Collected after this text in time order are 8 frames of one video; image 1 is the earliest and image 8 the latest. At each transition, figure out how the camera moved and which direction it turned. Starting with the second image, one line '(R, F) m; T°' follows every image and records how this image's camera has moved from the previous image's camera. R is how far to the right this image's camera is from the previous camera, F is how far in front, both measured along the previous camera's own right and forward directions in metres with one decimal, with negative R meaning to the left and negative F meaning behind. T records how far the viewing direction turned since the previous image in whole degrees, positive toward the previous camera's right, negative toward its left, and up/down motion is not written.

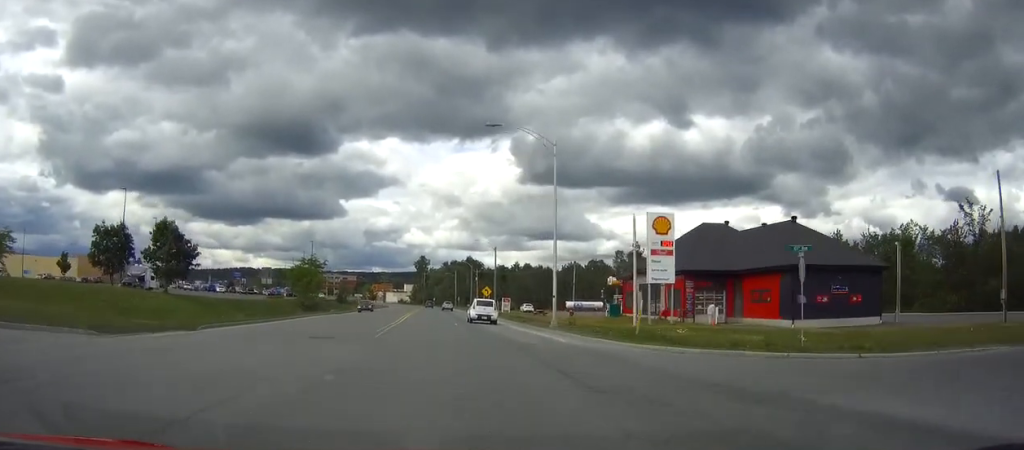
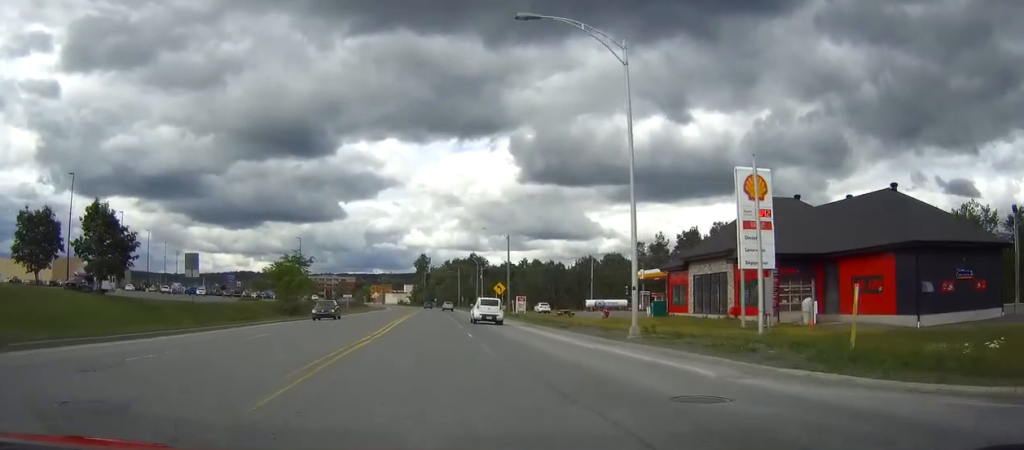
(0.0, +15.4) m; 0°
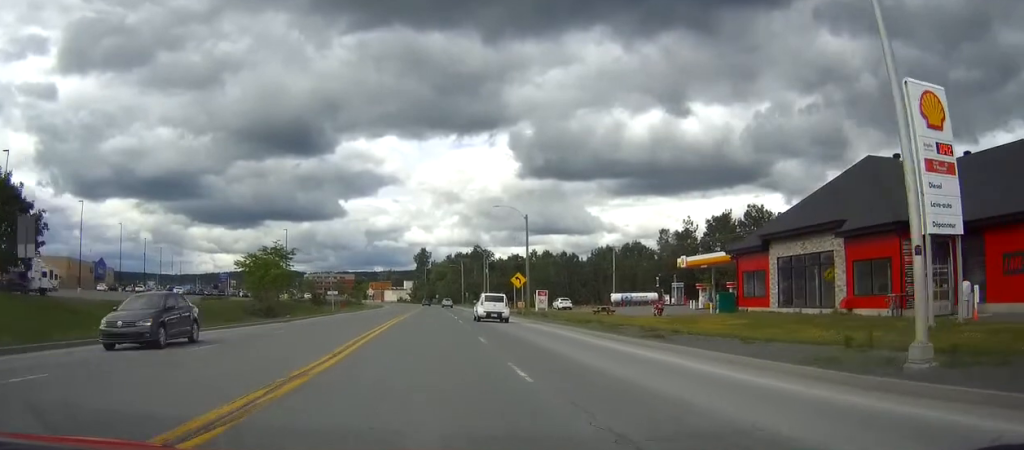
(-0.1, +14.8) m; 0°
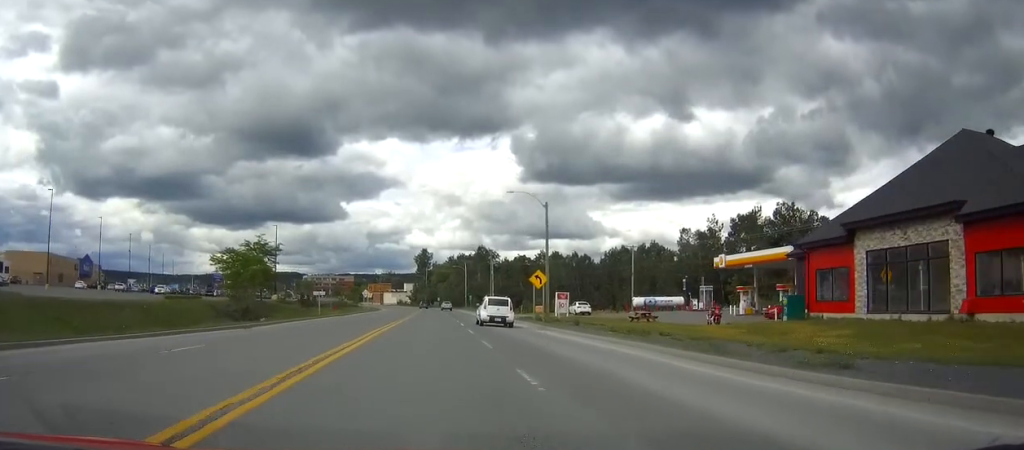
(+0.1, +10.0) m; 0°
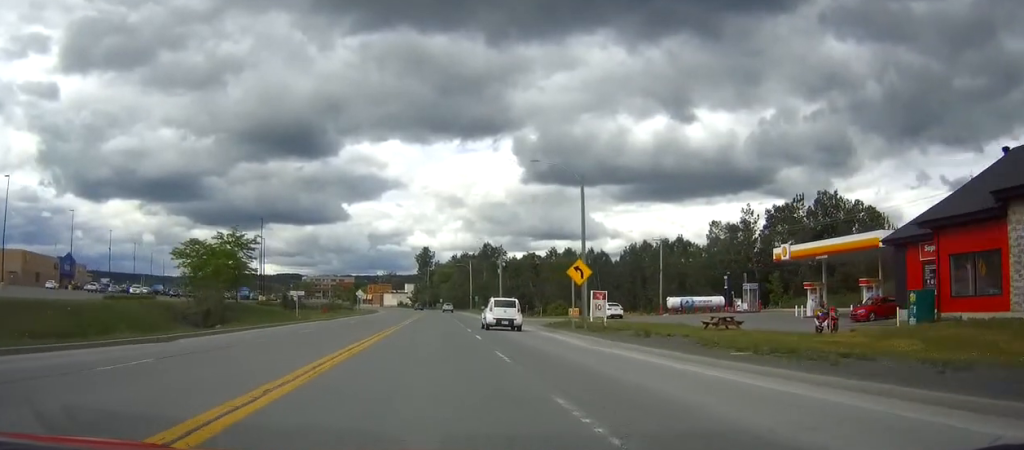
(-0.1, +12.1) m; 0°
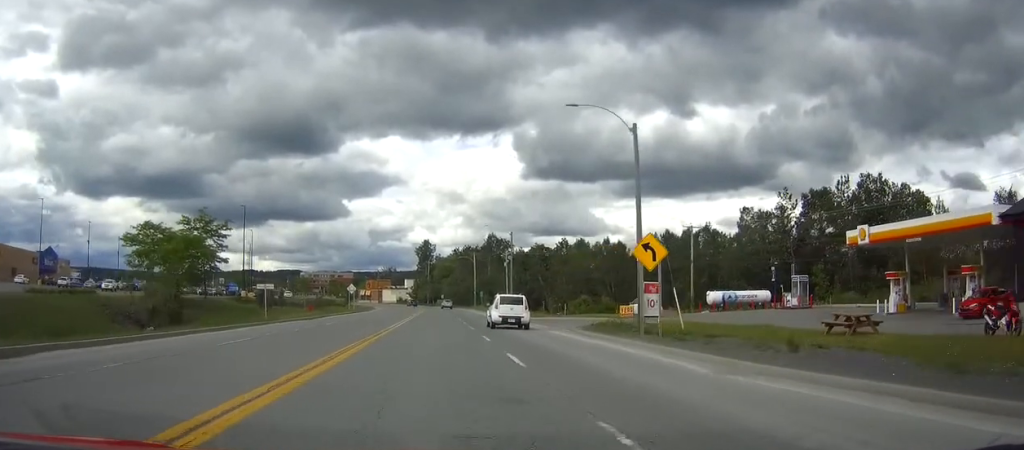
(0.0, +11.0) m; 0°
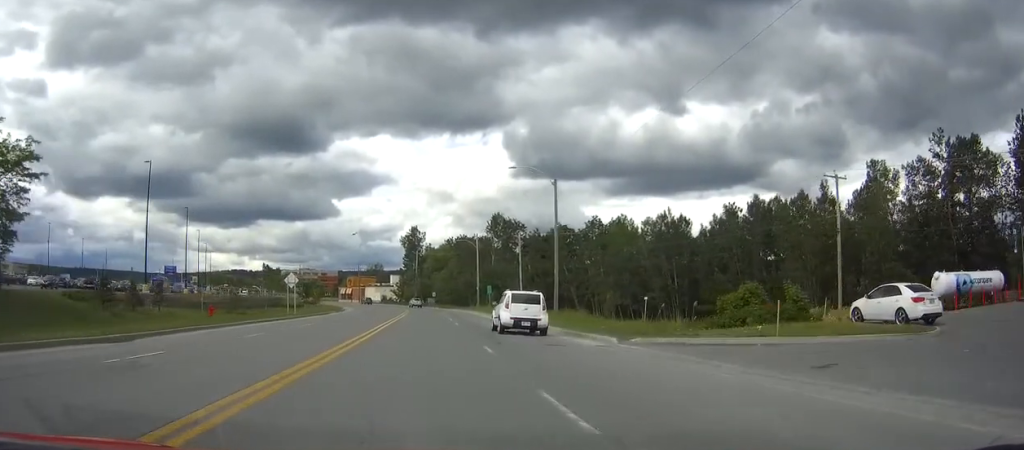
(+0.1, +33.6) m; 0°
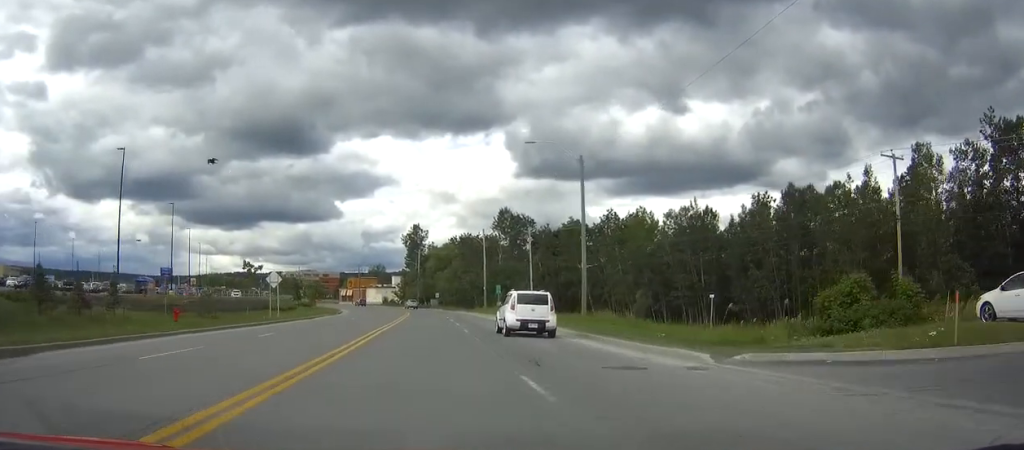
(0.0, +7.3) m; 0°
